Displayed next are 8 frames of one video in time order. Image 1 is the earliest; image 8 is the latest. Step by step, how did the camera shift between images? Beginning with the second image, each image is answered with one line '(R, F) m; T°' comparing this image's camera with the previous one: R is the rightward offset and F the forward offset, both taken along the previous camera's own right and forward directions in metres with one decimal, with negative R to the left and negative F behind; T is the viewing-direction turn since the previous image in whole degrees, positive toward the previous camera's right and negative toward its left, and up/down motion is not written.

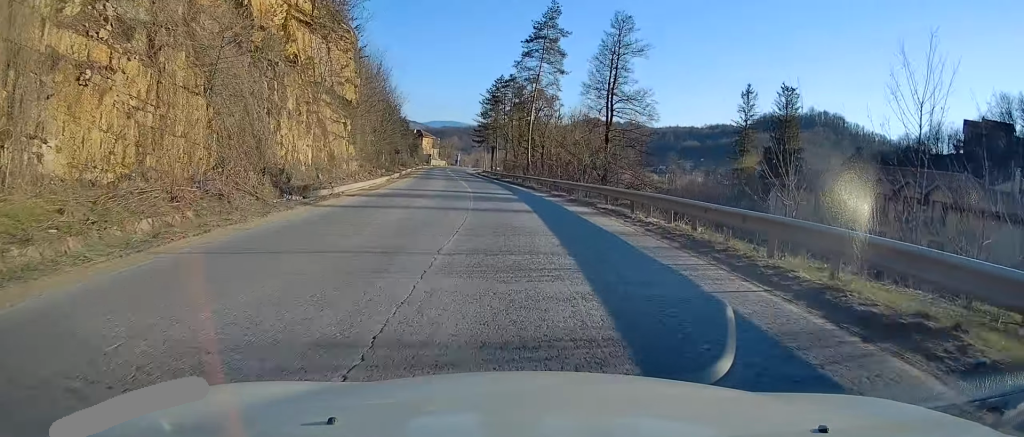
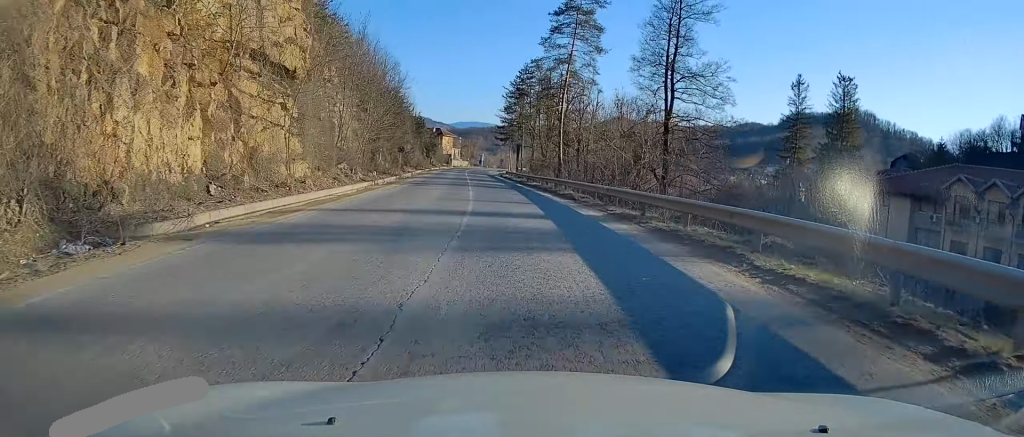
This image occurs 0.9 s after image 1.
(-0.2, +13.0) m; -2°
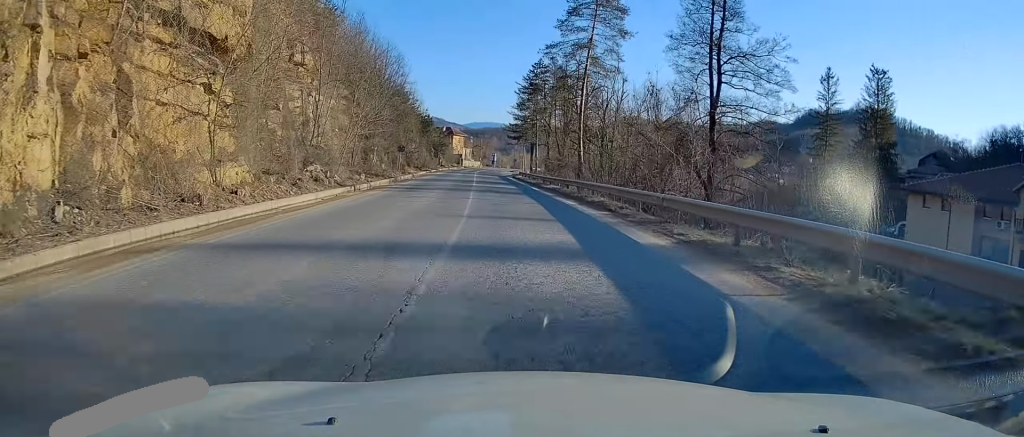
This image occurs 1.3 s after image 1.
(0.0, +7.0) m; -1°
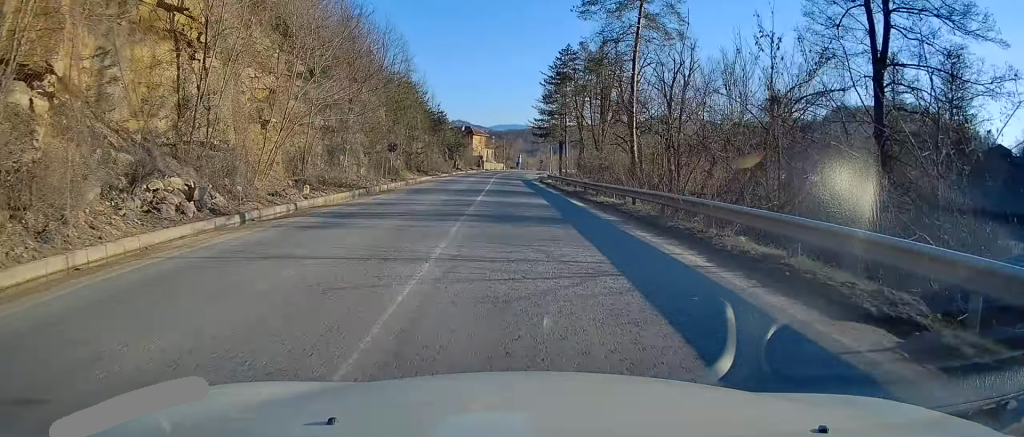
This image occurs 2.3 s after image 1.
(-0.4, +13.9) m; -2°
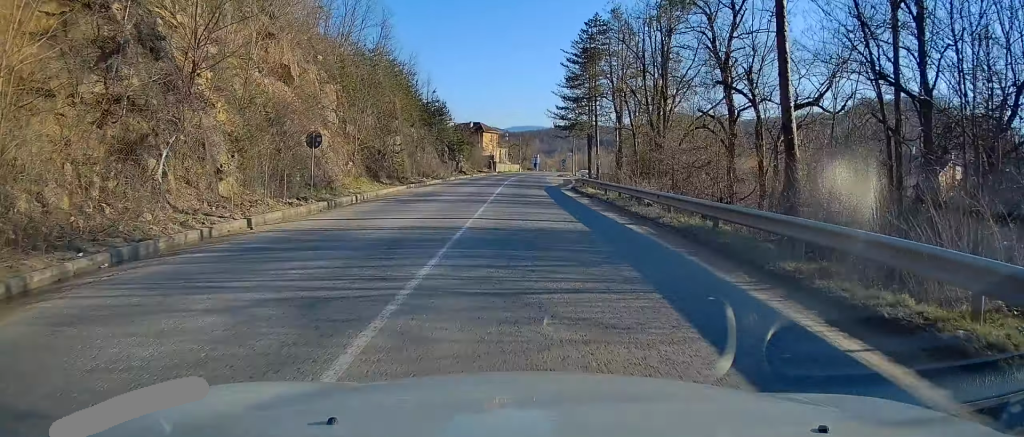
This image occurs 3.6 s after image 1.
(0.0, +19.8) m; 0°
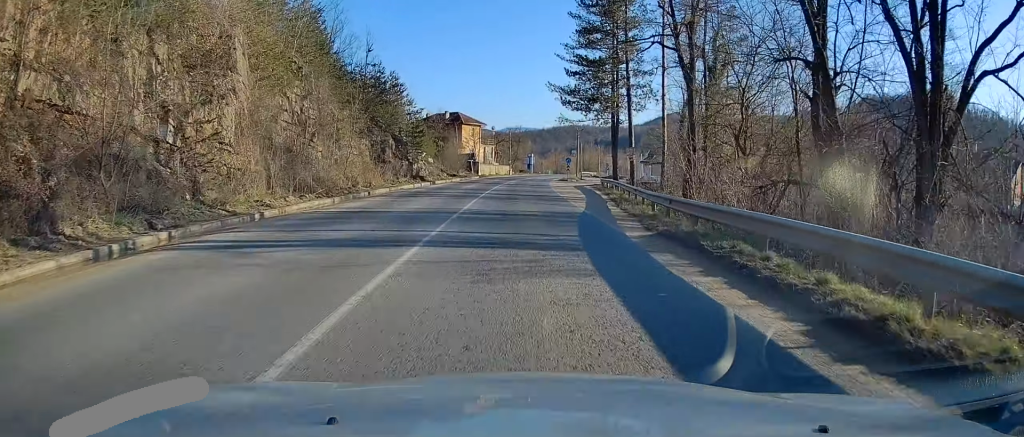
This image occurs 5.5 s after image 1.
(-0.1, +28.0) m; 0°
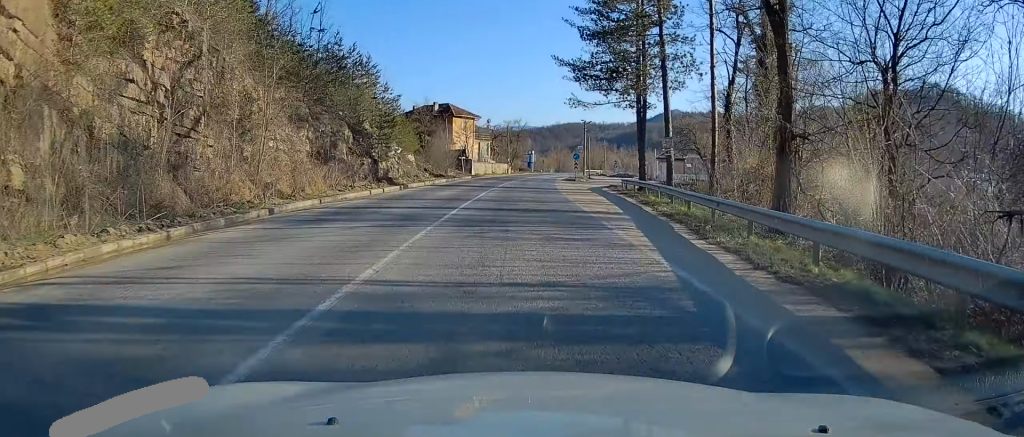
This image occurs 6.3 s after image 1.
(0.0, +12.2) m; +1°
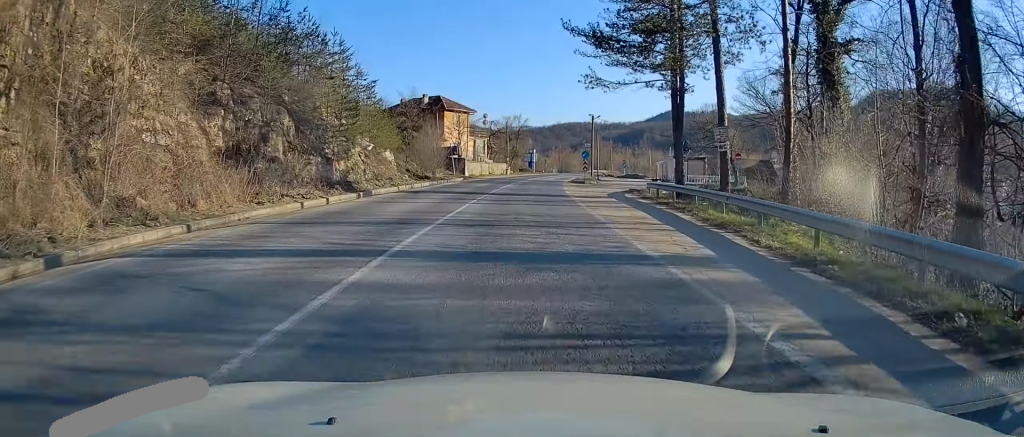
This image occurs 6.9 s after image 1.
(+0.1, +9.7) m; +1°
